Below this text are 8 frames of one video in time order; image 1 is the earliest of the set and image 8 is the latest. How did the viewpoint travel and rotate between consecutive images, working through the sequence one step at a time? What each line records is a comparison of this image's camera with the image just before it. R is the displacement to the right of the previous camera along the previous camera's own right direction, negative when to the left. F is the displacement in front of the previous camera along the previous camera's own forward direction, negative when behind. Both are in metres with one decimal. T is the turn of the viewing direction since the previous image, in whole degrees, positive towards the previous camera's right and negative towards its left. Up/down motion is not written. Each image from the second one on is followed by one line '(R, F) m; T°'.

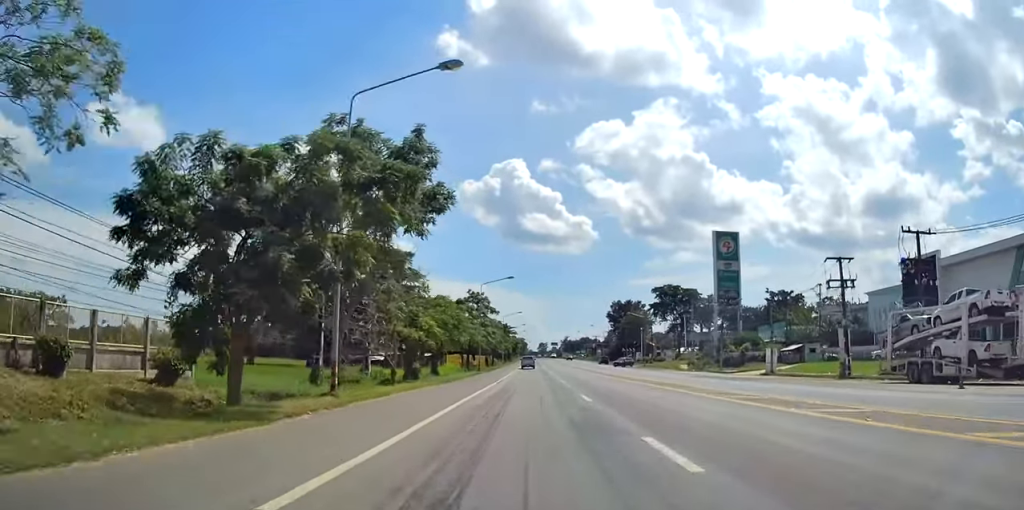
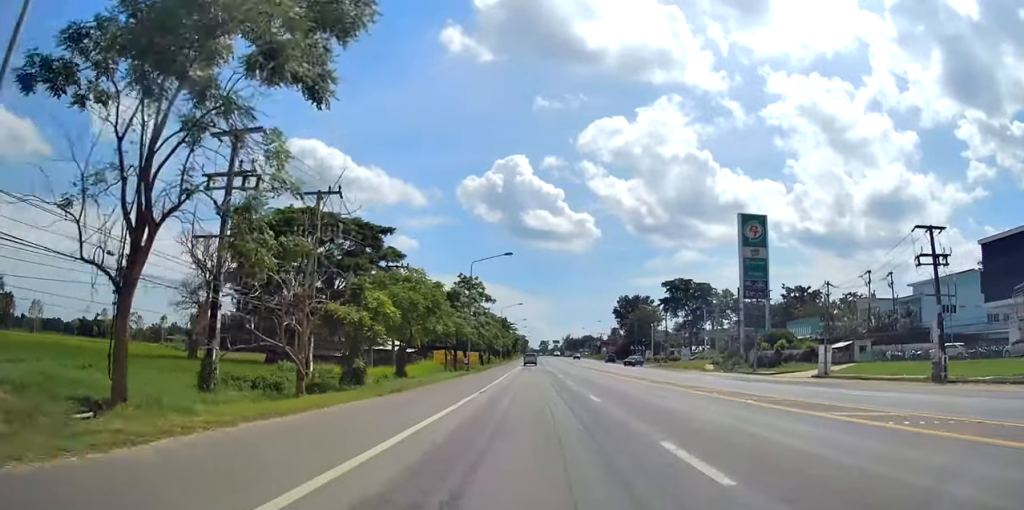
(-0.2, +12.7) m; 0°
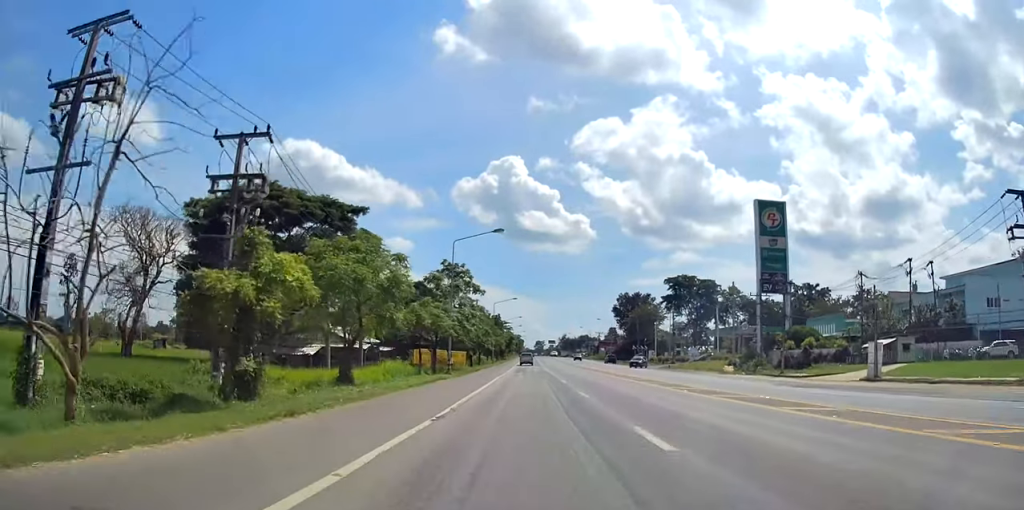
(+0.2, +9.3) m; +1°
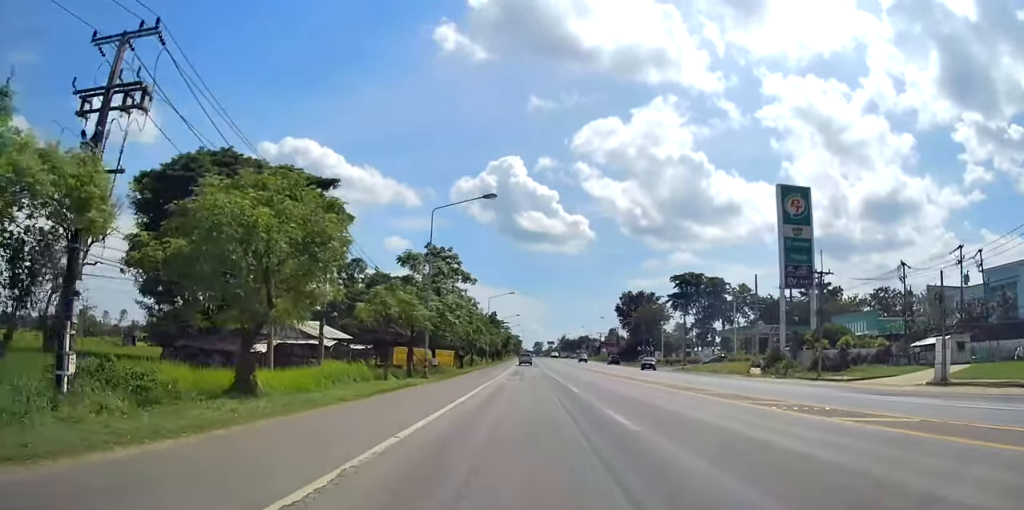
(+0.1, +9.0) m; +1°
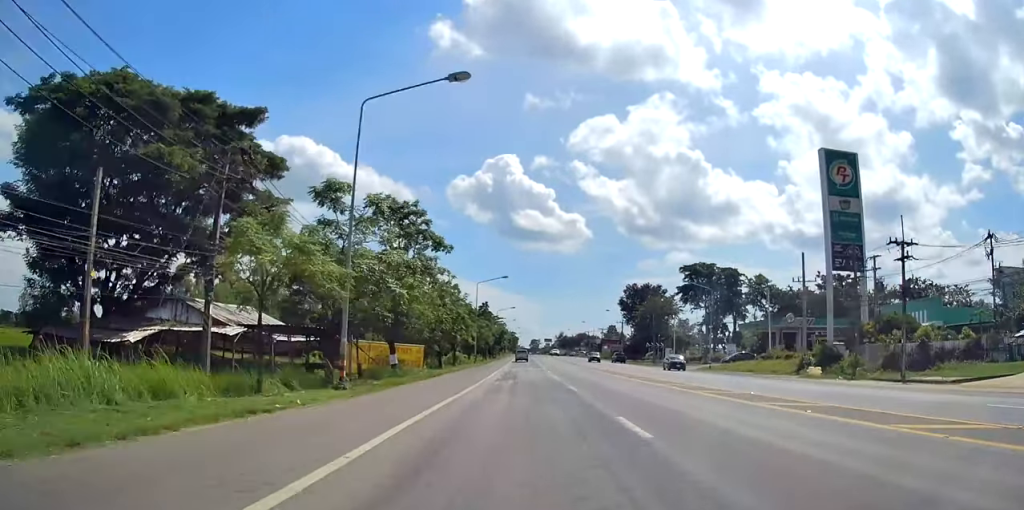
(0.0, +14.2) m; 0°
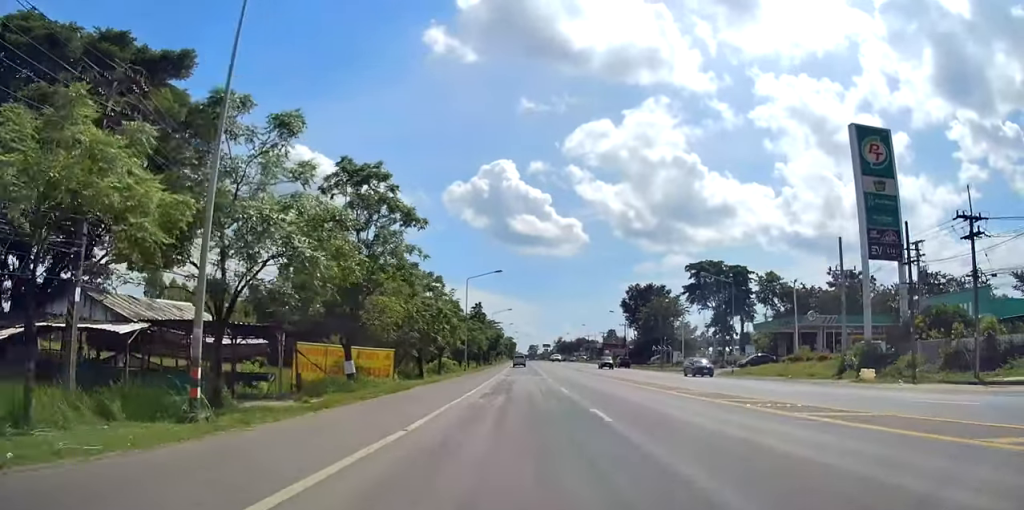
(0.0, +8.4) m; 0°
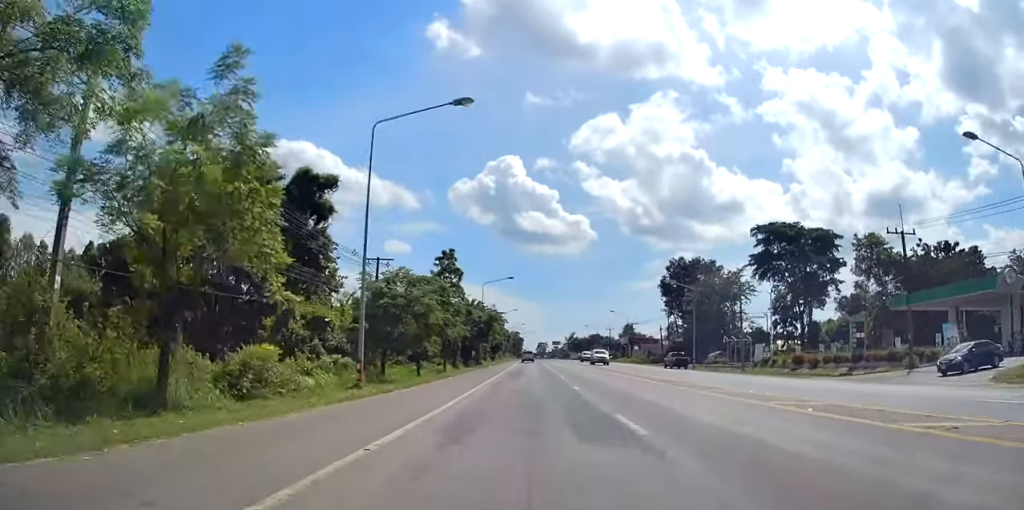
(0.0, +39.3) m; 0°
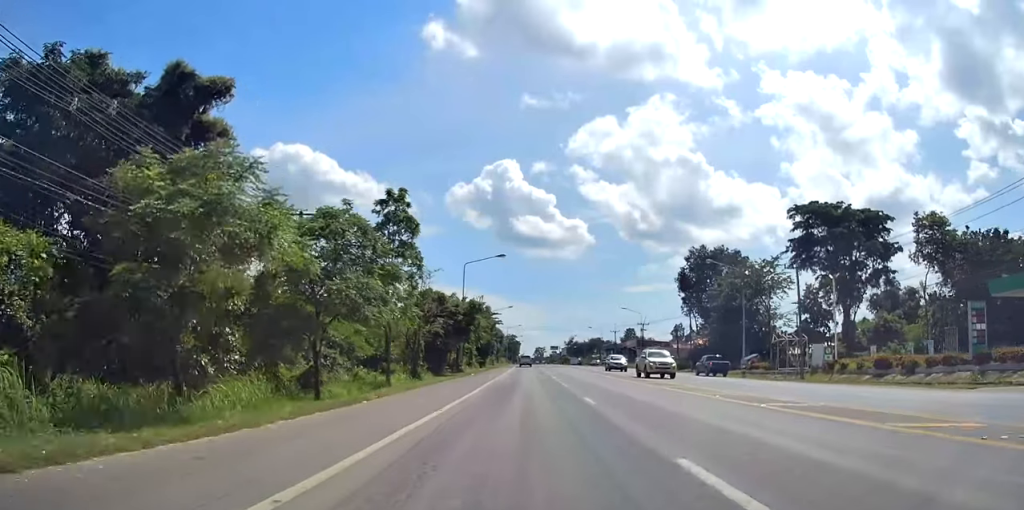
(-0.1, +17.4) m; 0°
